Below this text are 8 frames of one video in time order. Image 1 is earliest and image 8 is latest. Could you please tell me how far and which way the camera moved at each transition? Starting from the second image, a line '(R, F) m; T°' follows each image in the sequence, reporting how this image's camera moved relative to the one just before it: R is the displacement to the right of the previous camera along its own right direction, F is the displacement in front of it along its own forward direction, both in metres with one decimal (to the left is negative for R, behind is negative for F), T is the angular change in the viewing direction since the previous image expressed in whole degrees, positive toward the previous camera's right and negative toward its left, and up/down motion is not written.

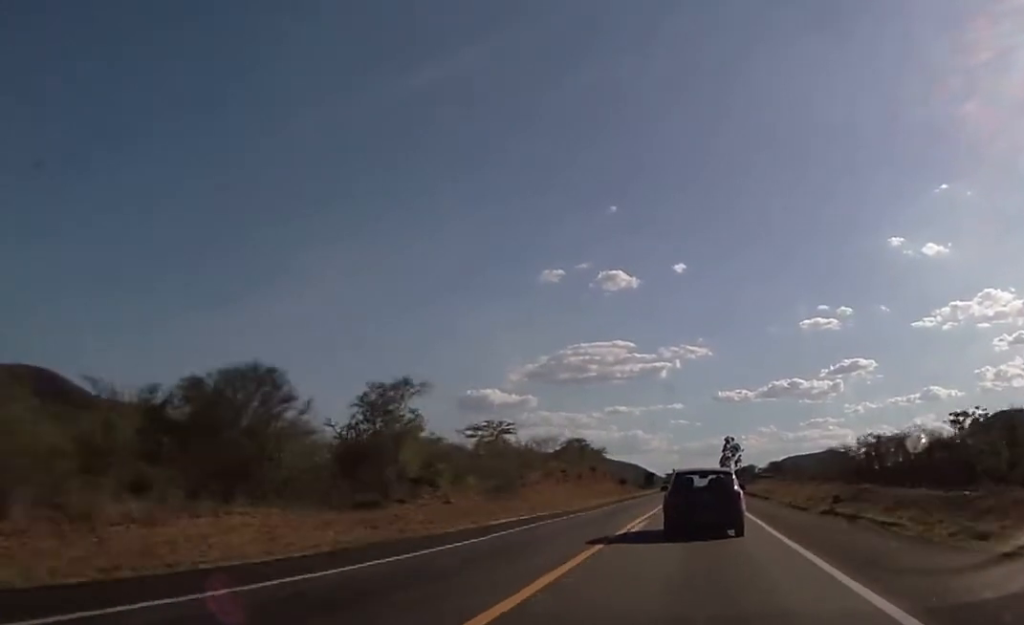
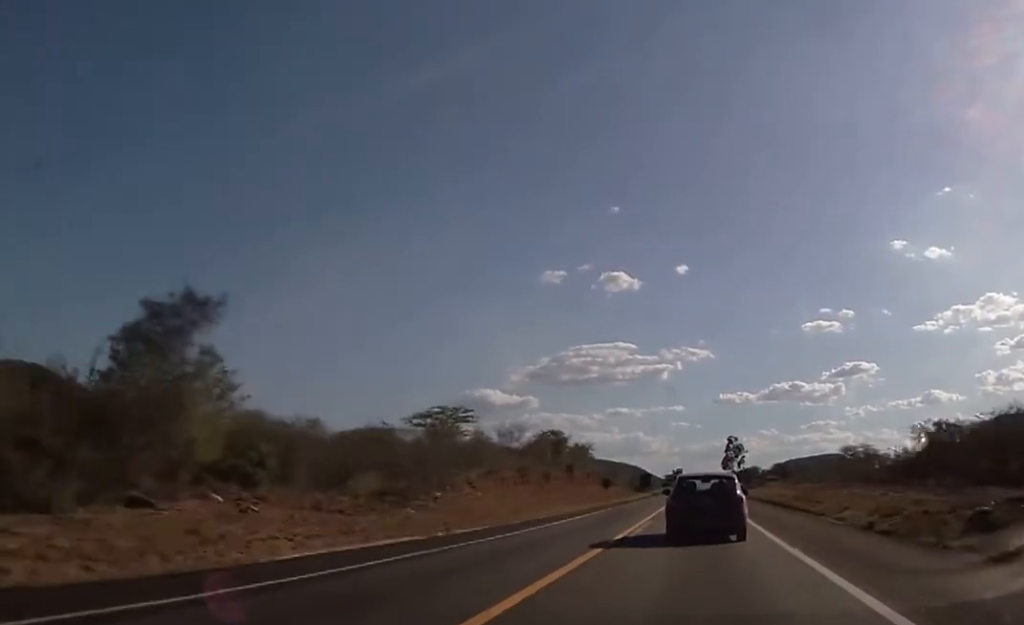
(0.0, +18.1) m; -1°
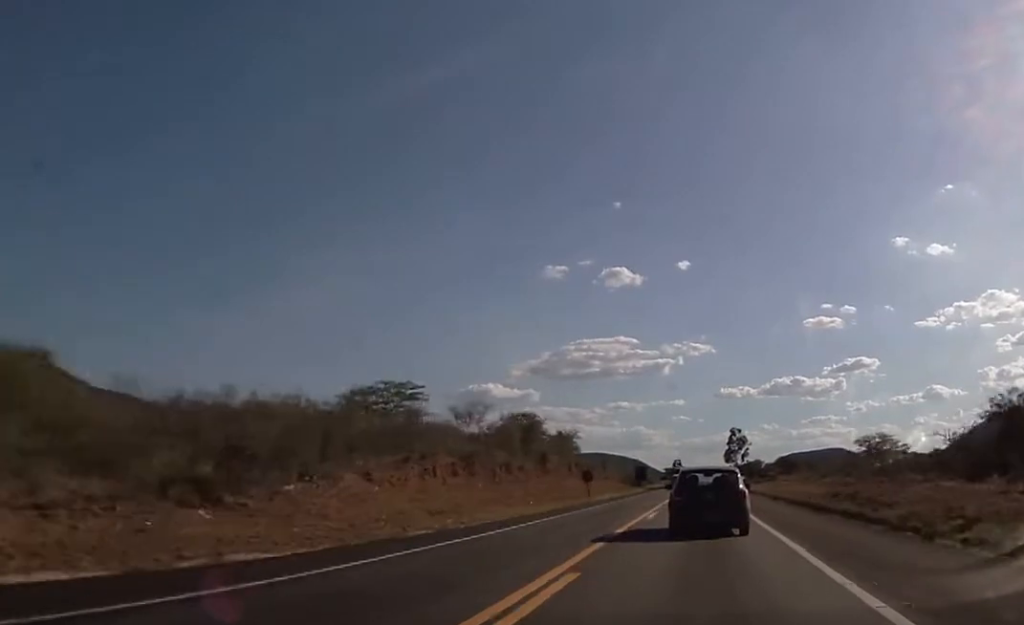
(-0.3, +14.5) m; 0°
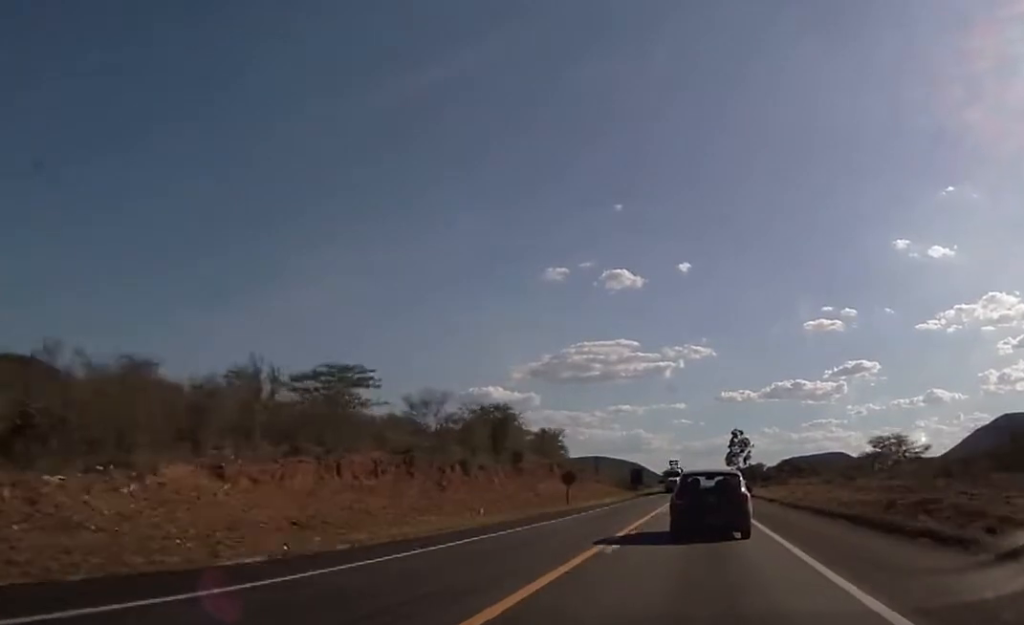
(-0.2, +10.3) m; 0°
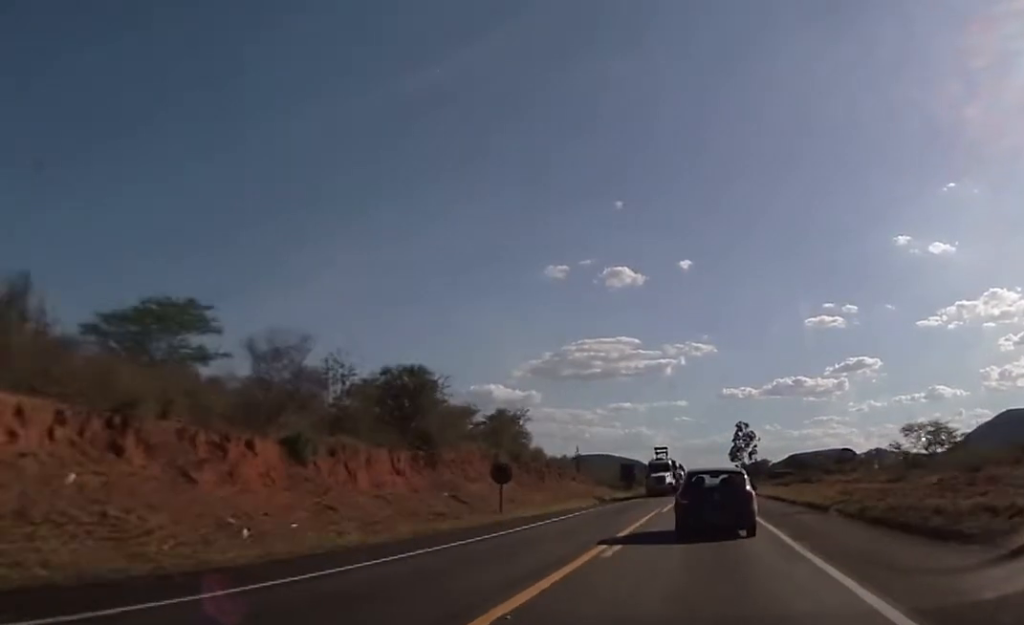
(+0.3, +19.6) m; +1°
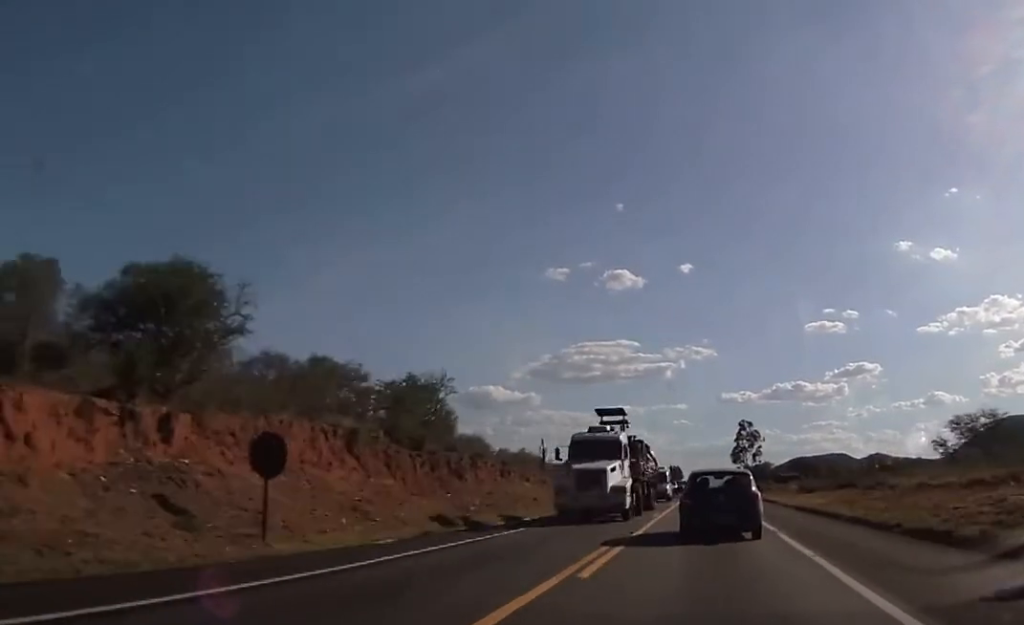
(+0.1, +21.2) m; 0°
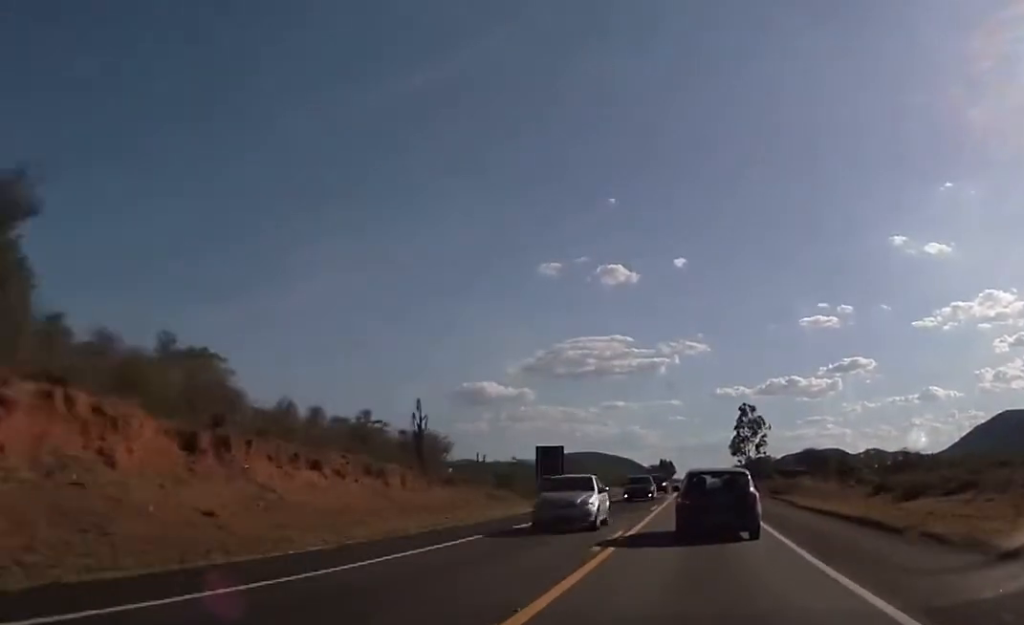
(-0.3, +32.8) m; 0°
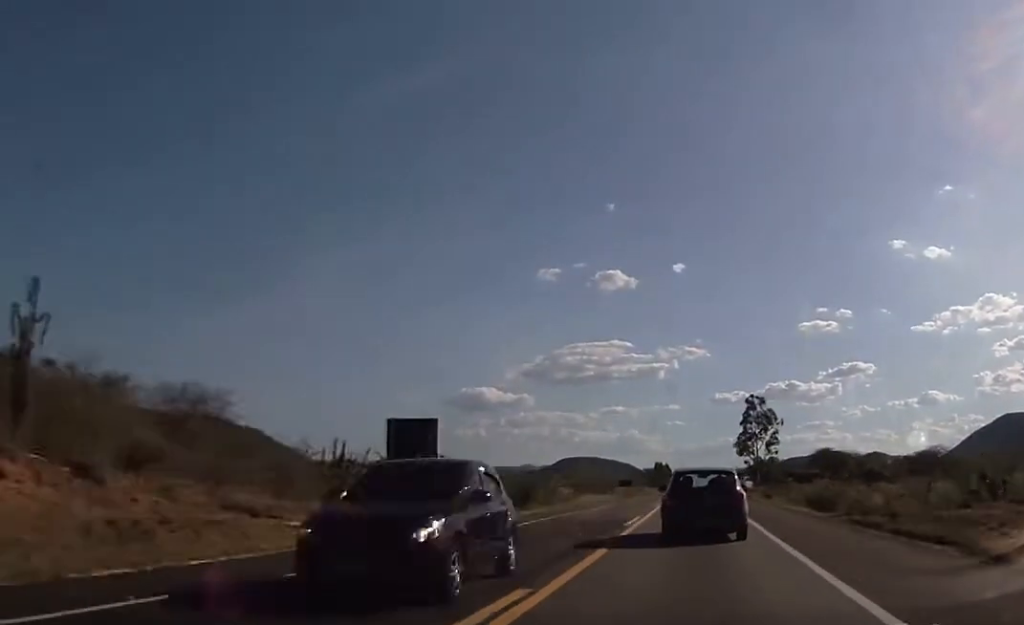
(+0.2, +28.5) m; +1°
